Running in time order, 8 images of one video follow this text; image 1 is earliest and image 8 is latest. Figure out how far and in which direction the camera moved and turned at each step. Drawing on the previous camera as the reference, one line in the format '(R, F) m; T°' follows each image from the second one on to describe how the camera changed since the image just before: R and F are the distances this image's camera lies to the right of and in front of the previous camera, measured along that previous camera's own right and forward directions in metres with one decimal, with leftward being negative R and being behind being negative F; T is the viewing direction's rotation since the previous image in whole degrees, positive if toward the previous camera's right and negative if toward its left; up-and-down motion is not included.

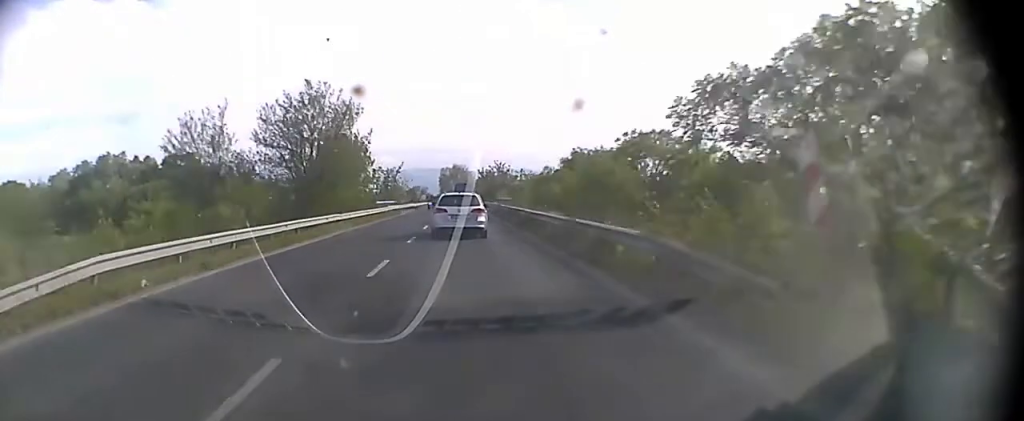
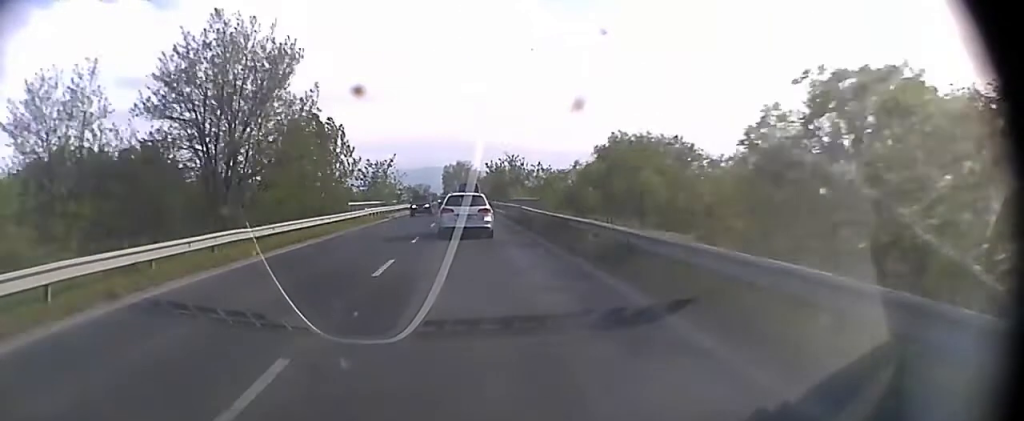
(0.0, +17.7) m; 0°
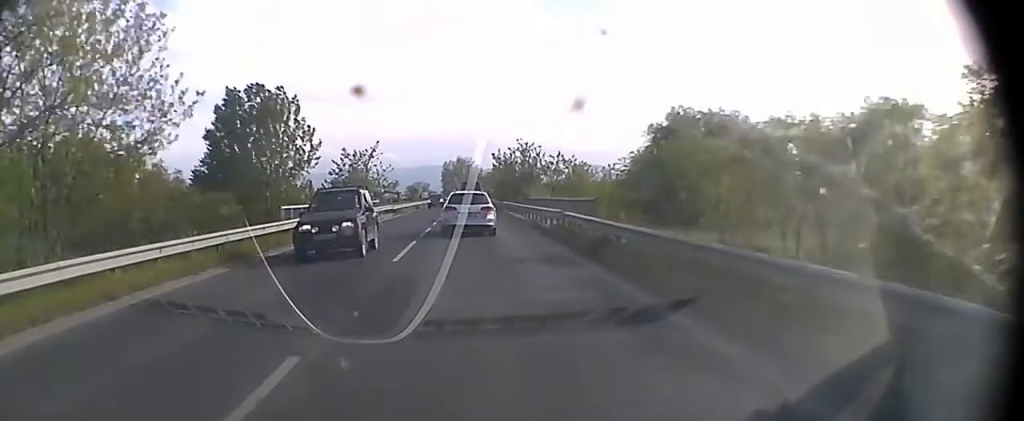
(0.0, +17.6) m; 0°
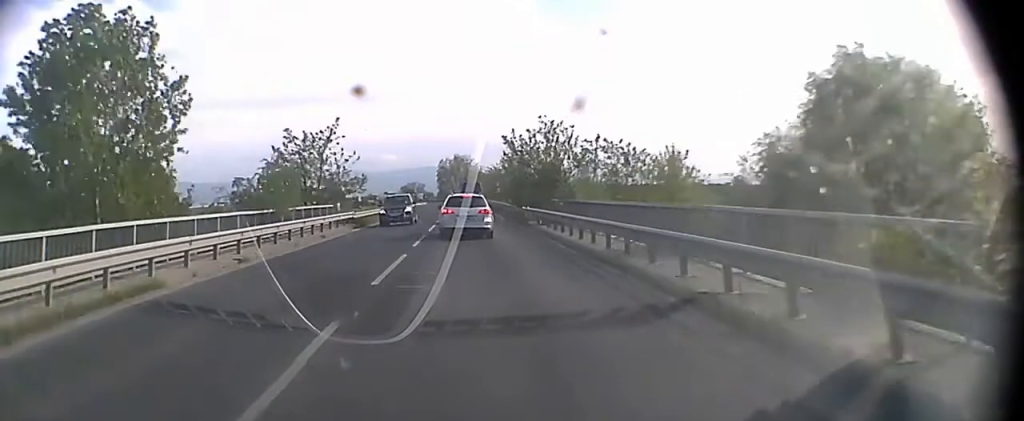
(0.0, +21.4) m; 0°
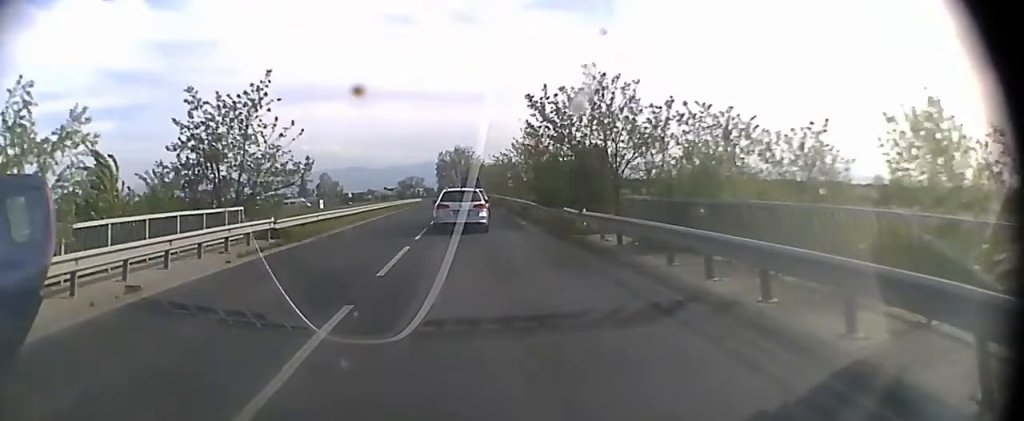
(0.0, +17.3) m; 0°
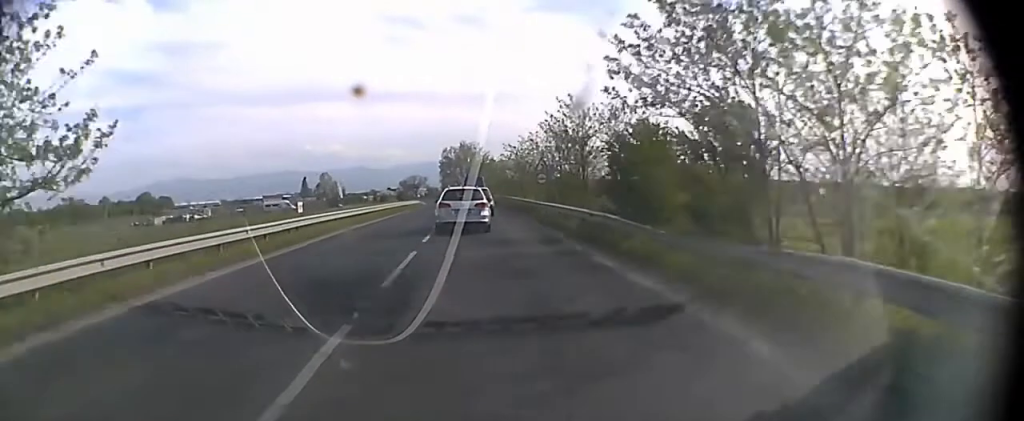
(0.0, +19.0) m; 0°
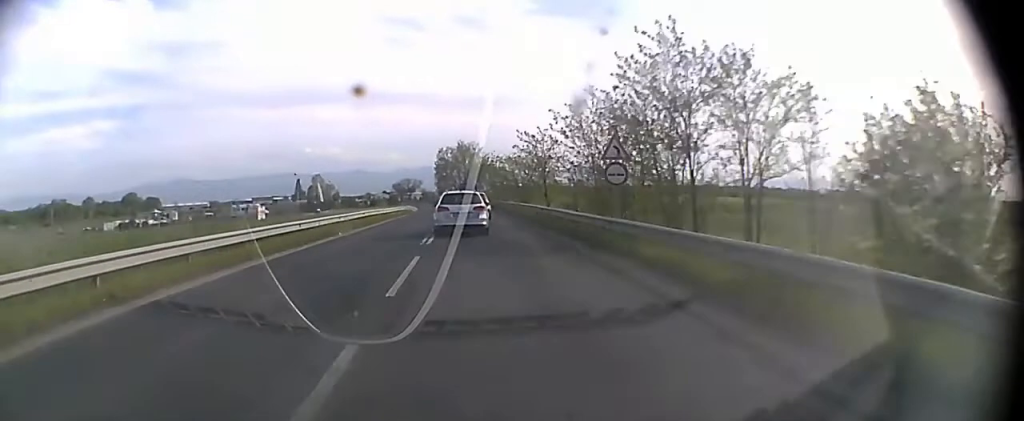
(0.0, +18.7) m; 0°
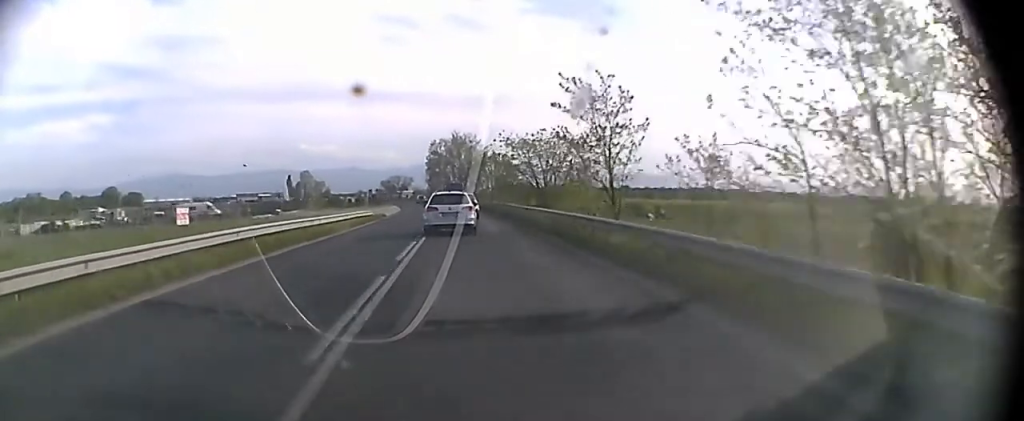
(0.0, +22.3) m; 0°
